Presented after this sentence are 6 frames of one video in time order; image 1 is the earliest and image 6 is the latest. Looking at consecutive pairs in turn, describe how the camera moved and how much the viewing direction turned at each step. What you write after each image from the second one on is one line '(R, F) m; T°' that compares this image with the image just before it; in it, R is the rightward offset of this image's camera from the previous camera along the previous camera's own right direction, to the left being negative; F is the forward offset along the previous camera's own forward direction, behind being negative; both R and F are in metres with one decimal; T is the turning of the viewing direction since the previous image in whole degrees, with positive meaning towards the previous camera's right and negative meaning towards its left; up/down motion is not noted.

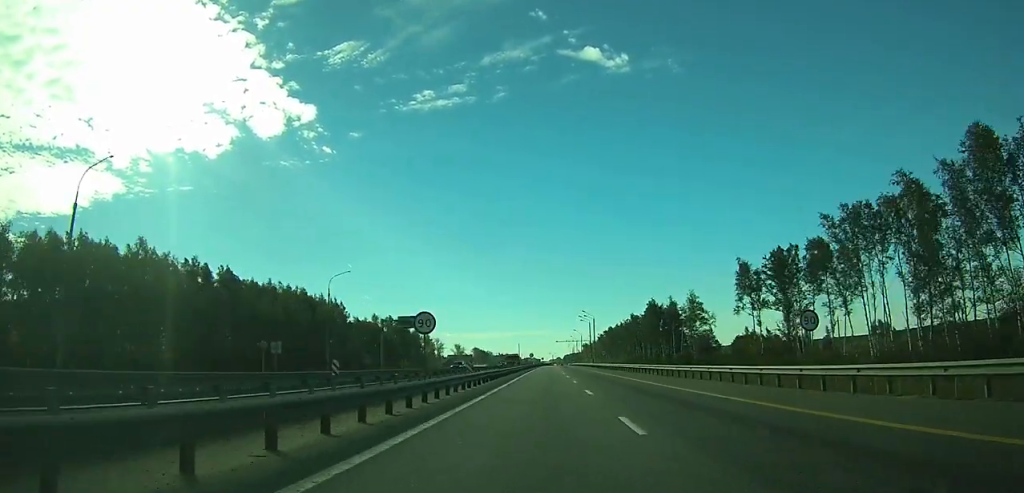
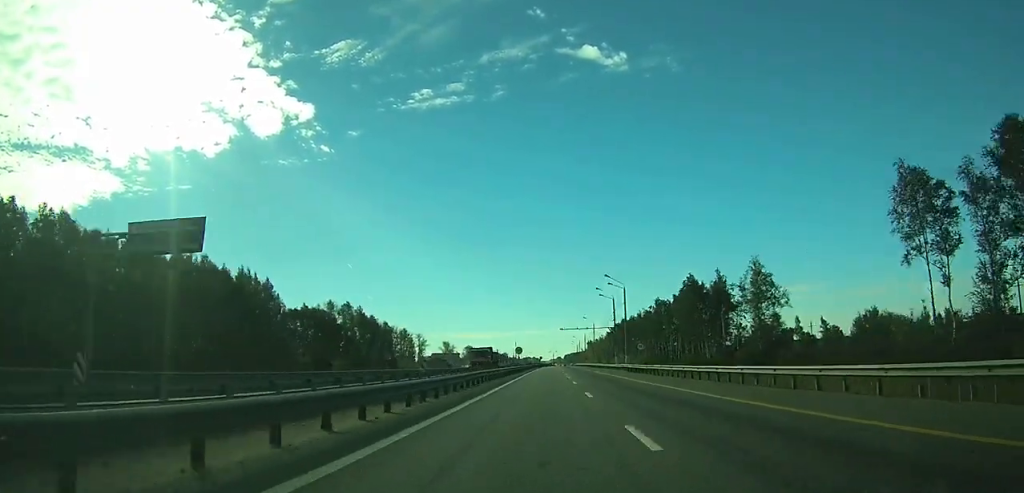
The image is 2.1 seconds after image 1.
(0.0, +51.0) m; 0°
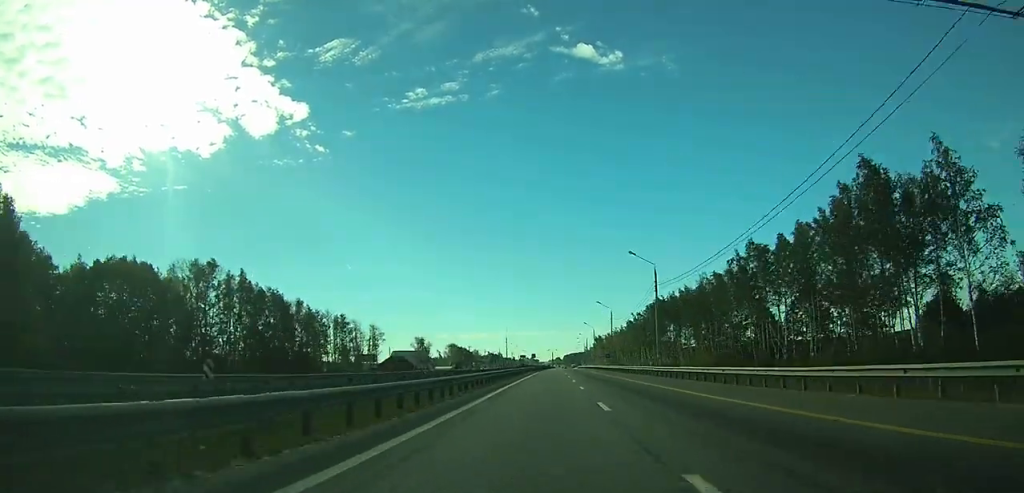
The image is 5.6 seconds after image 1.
(+0.2, +79.9) m; 0°
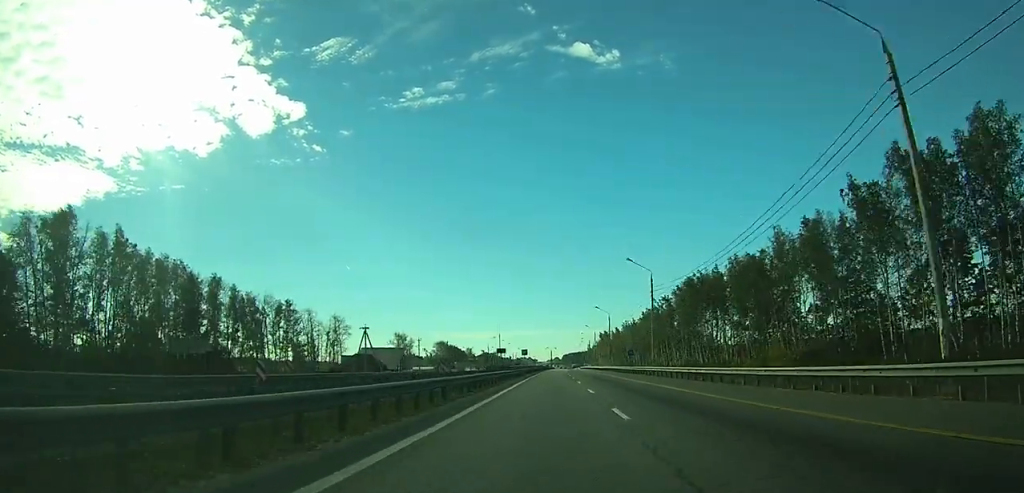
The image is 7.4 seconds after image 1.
(+0.1, +38.9) m; 0°
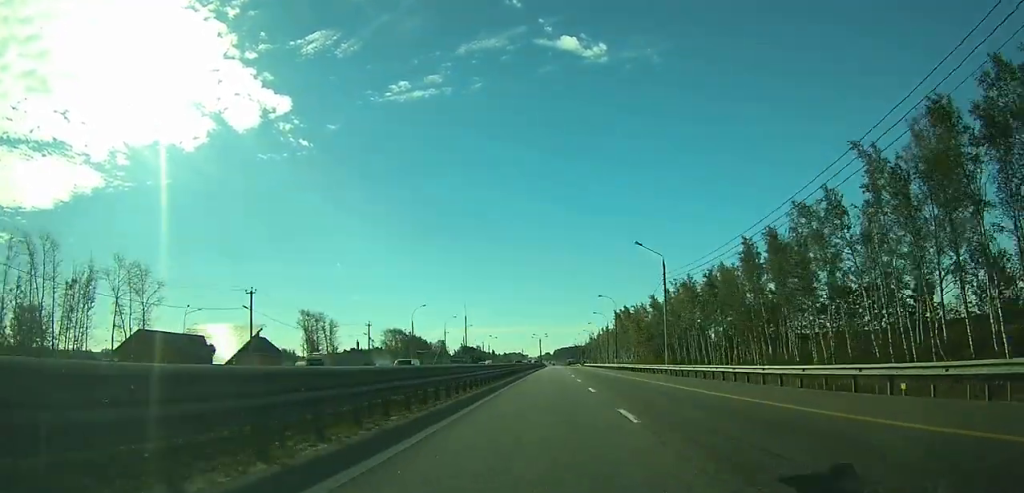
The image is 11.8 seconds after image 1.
(+0.5, +94.0) m; 0°
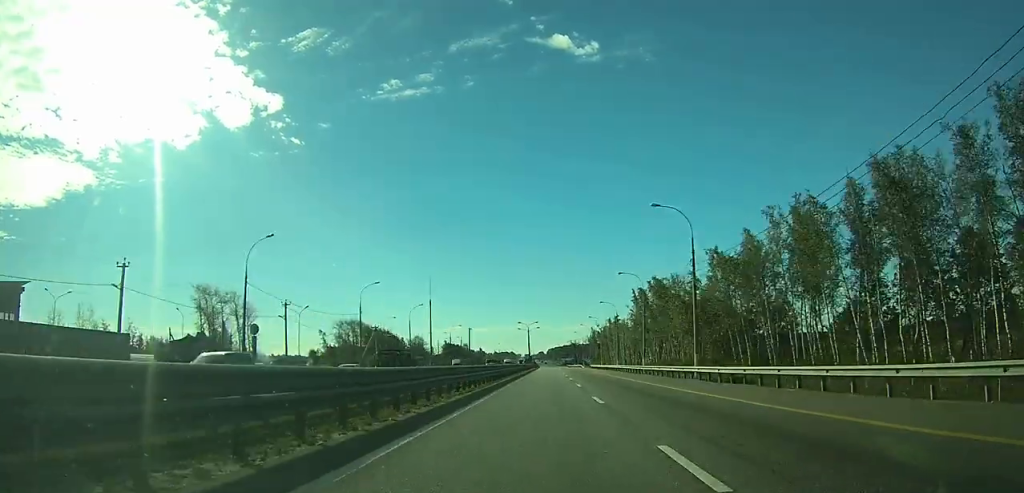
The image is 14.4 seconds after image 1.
(0.0, +54.1) m; 0°
